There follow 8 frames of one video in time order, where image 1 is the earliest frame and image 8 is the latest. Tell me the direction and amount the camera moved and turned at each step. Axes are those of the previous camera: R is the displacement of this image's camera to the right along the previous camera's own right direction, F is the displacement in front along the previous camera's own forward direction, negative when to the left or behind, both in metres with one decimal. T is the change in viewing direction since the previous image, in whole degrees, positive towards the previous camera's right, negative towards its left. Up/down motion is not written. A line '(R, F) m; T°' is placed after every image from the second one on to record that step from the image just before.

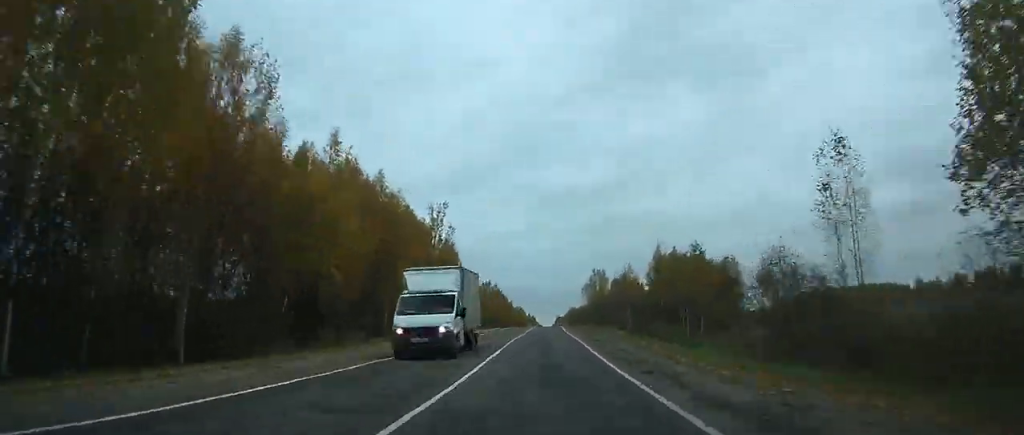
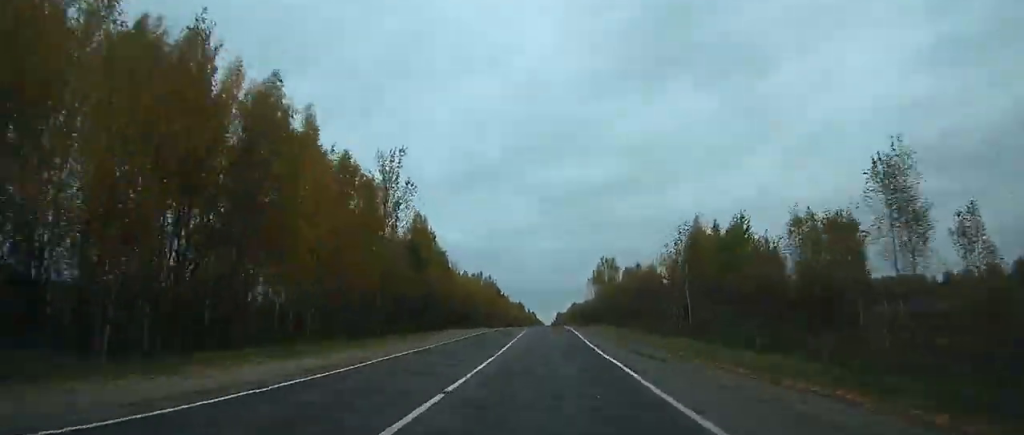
(0.0, +26.4) m; 0°
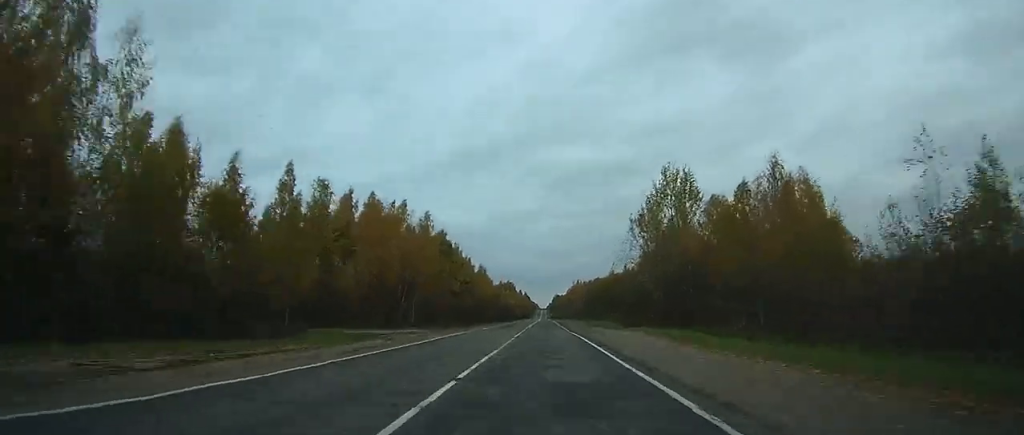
(+0.1, +82.4) m; 0°
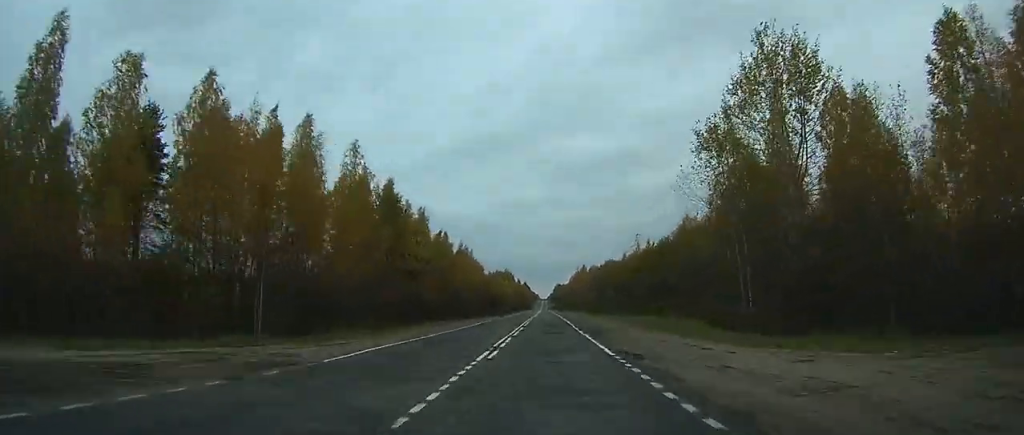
(0.0, +35.0) m; 0°
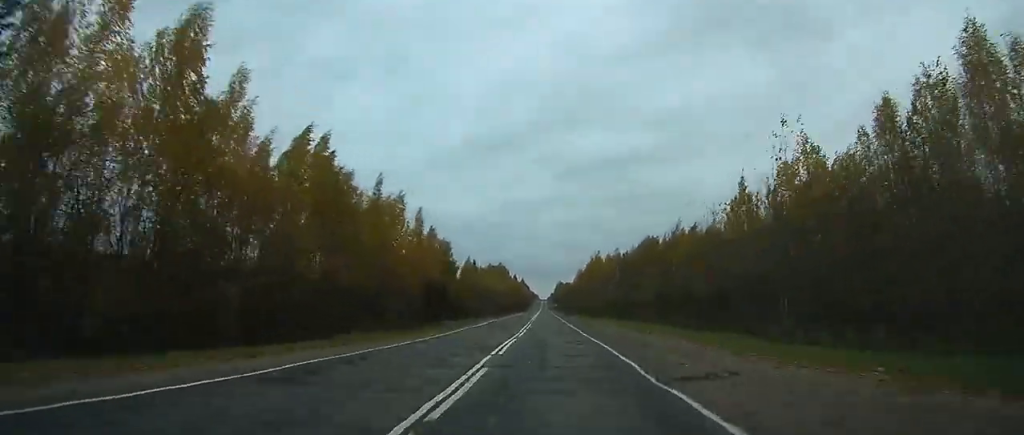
(0.0, +61.5) m; 0°
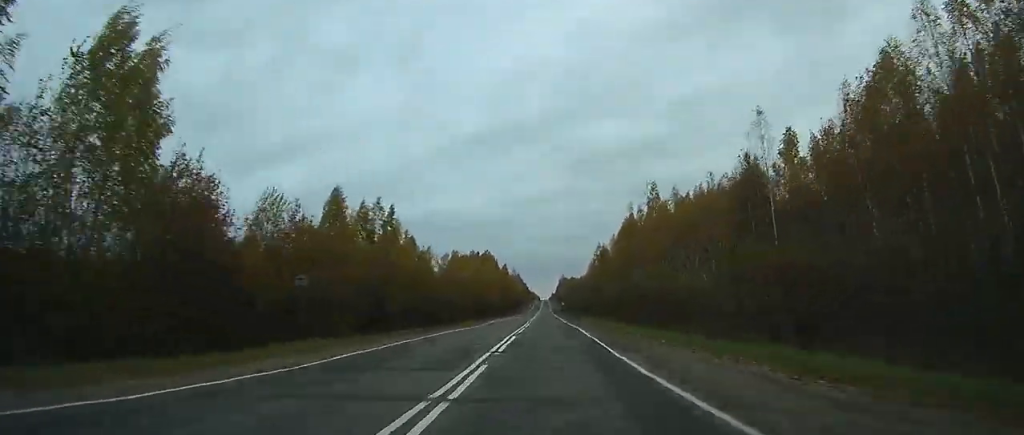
(+0.1, +83.8) m; 0°
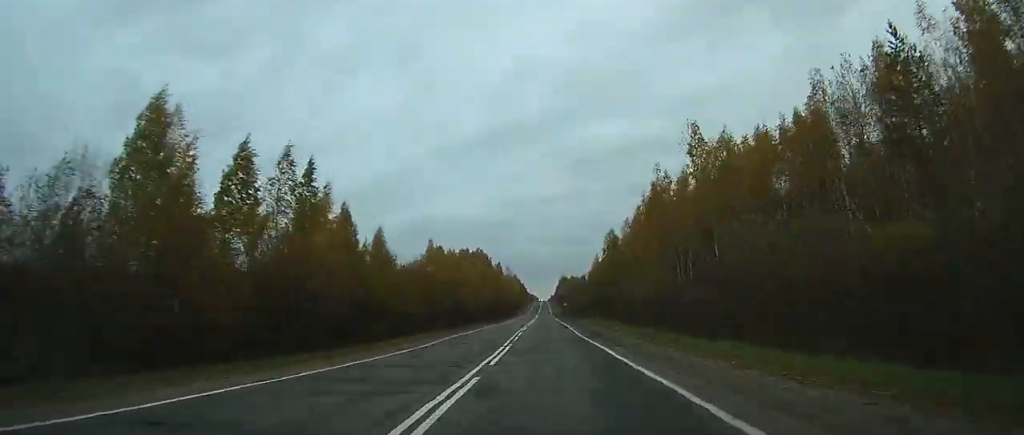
(+0.1, +24.2) m; 0°
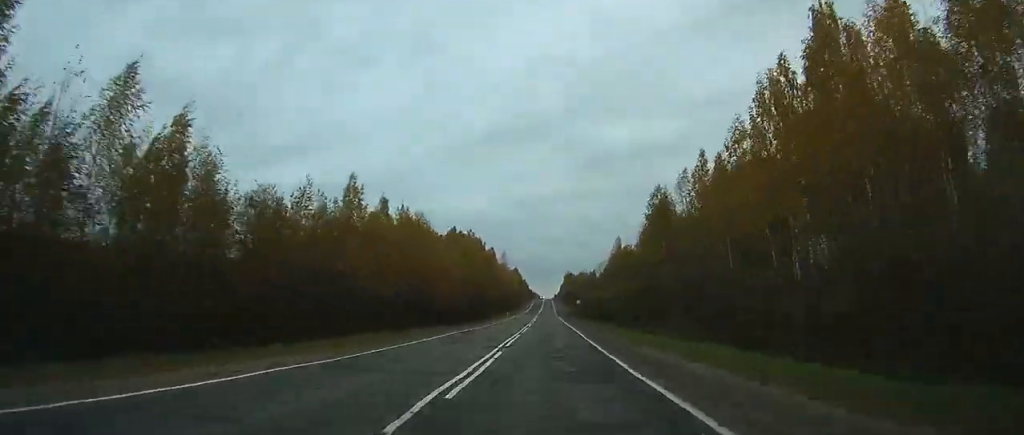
(-0.2, +40.0) m; 0°
